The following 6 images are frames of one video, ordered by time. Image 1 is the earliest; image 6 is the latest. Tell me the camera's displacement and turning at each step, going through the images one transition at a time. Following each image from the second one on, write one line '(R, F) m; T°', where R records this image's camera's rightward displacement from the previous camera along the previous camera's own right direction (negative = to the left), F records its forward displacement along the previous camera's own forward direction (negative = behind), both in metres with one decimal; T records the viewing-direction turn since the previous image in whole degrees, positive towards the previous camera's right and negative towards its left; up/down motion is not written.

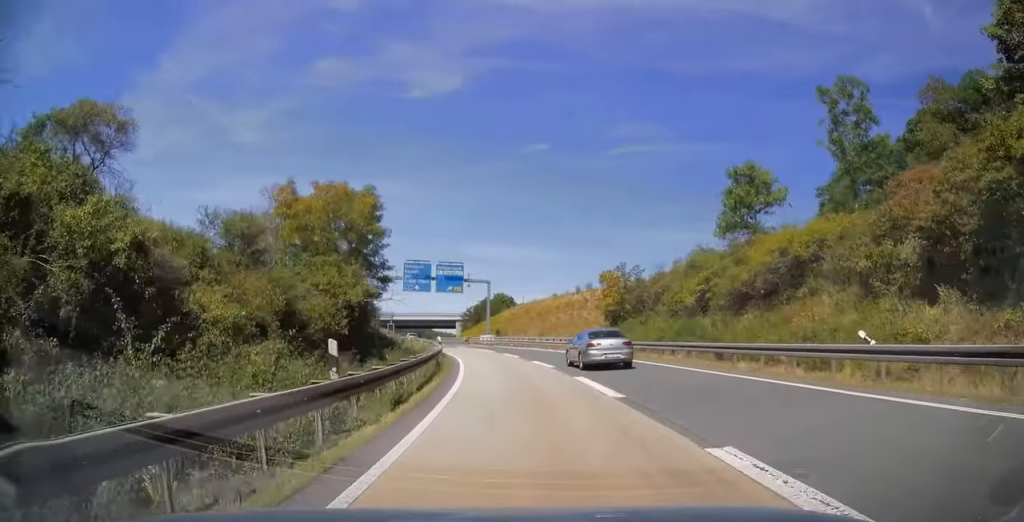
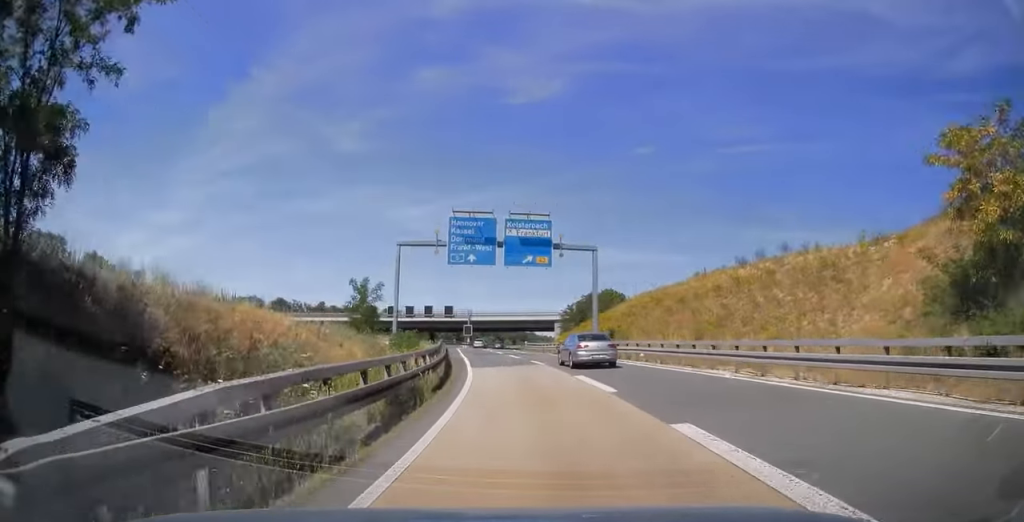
(-3.2, +32.9) m; -11°
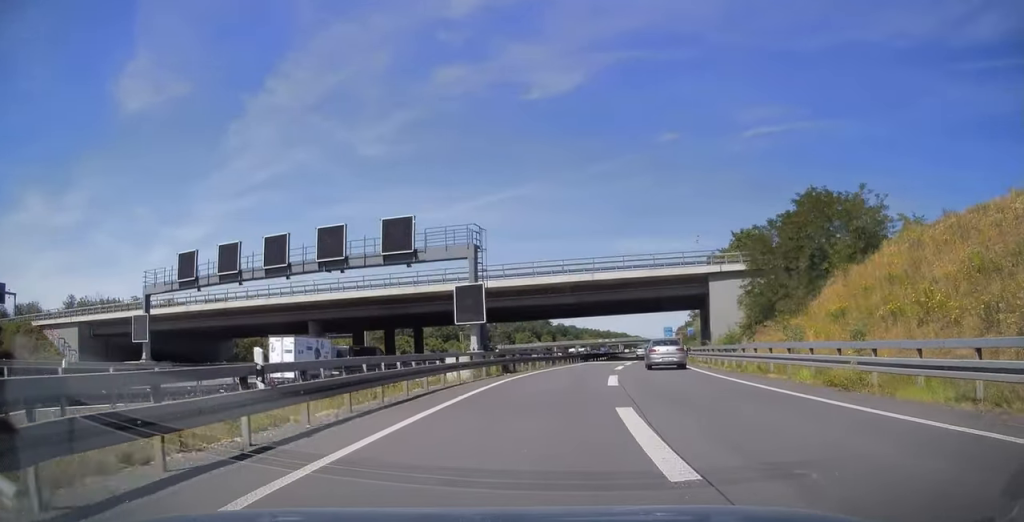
(-10.4, +83.1) m; -5°
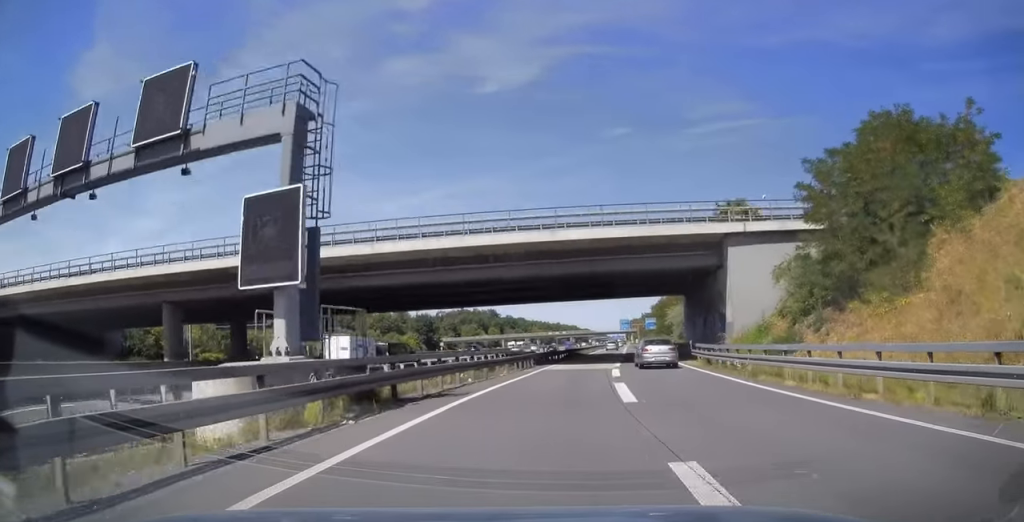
(+0.9, +17.5) m; +5°
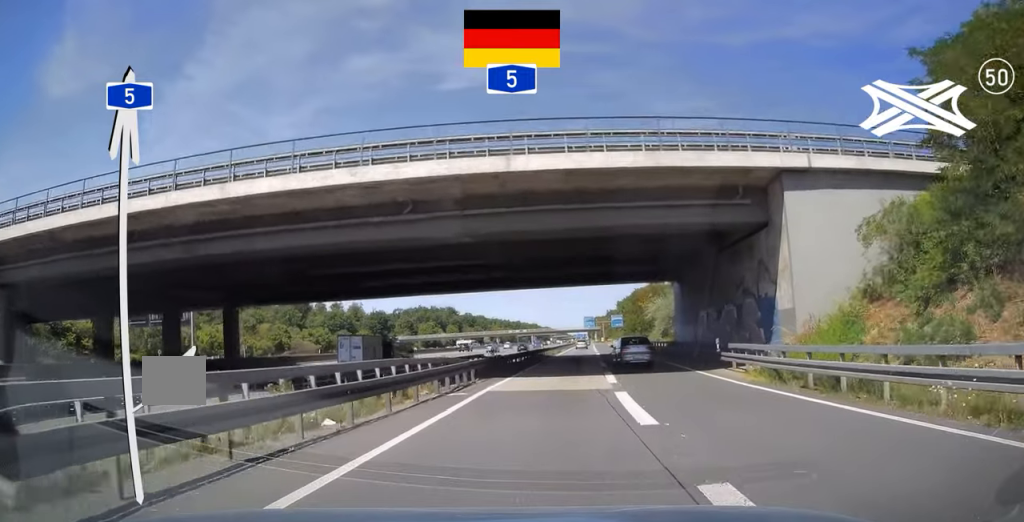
(+0.6, +13.3) m; +4°
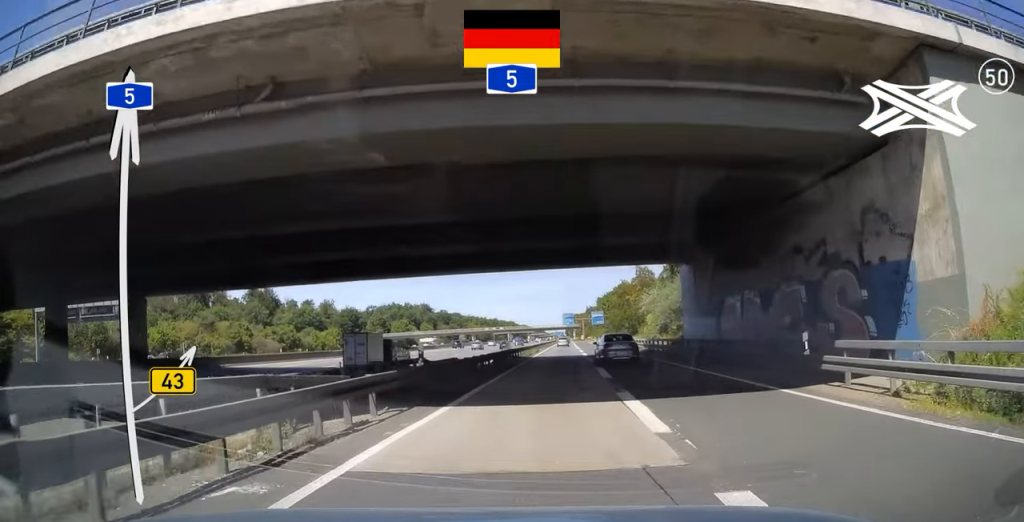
(+0.3, +10.6) m; +3°
